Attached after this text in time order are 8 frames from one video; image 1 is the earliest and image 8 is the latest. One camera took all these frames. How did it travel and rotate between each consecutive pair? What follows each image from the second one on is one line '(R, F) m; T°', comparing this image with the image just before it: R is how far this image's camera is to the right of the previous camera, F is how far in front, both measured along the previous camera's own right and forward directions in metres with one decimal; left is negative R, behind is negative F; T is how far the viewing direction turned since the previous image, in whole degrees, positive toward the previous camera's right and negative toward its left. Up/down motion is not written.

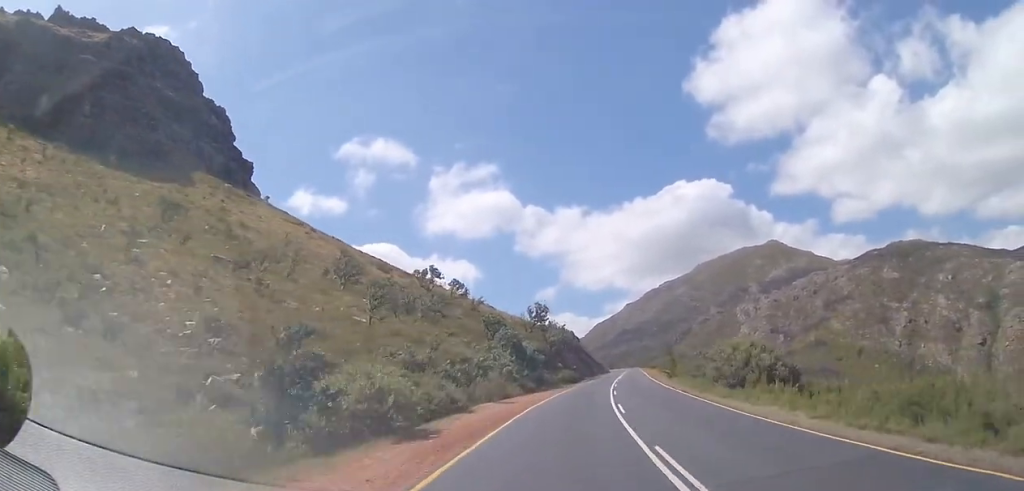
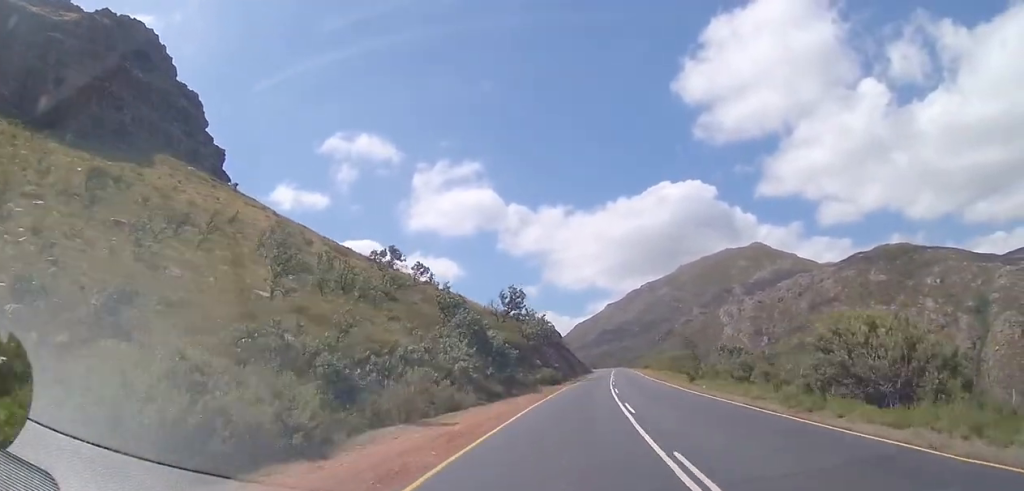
(+0.4, +13.8) m; +2°
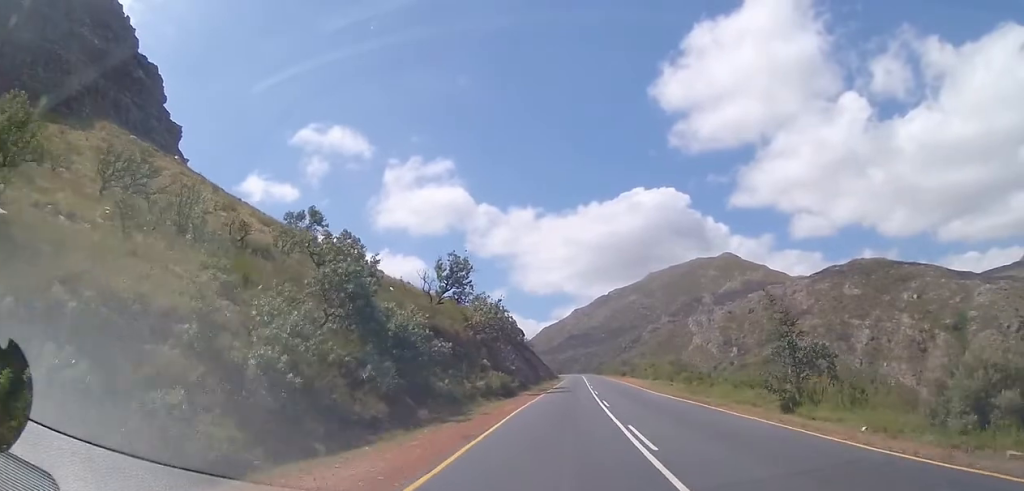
(+0.6, +19.1) m; +3°
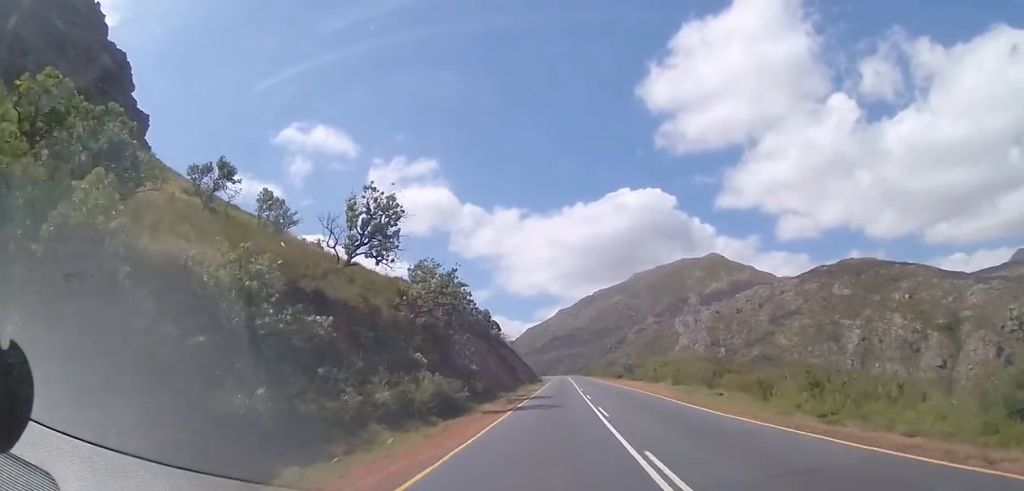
(+0.3, +17.0) m; +1°
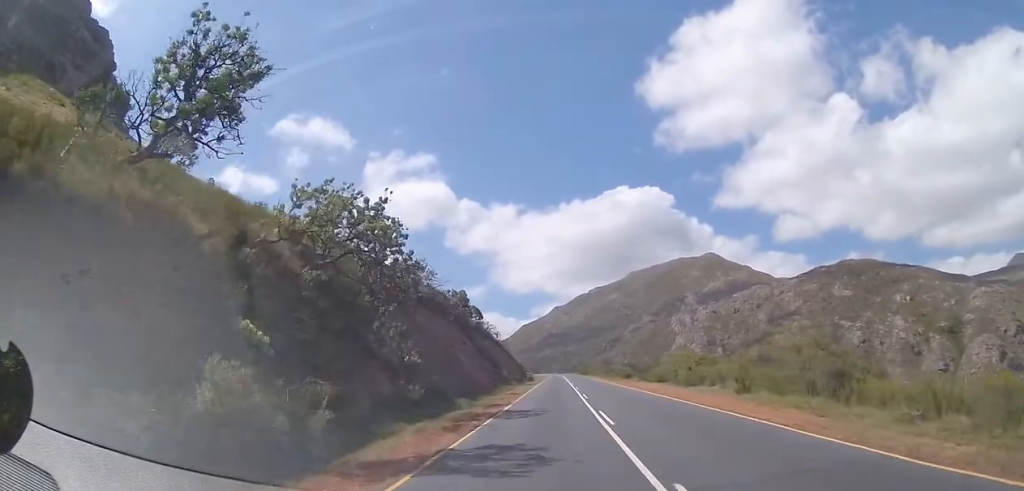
(-0.1, +15.3) m; +1°
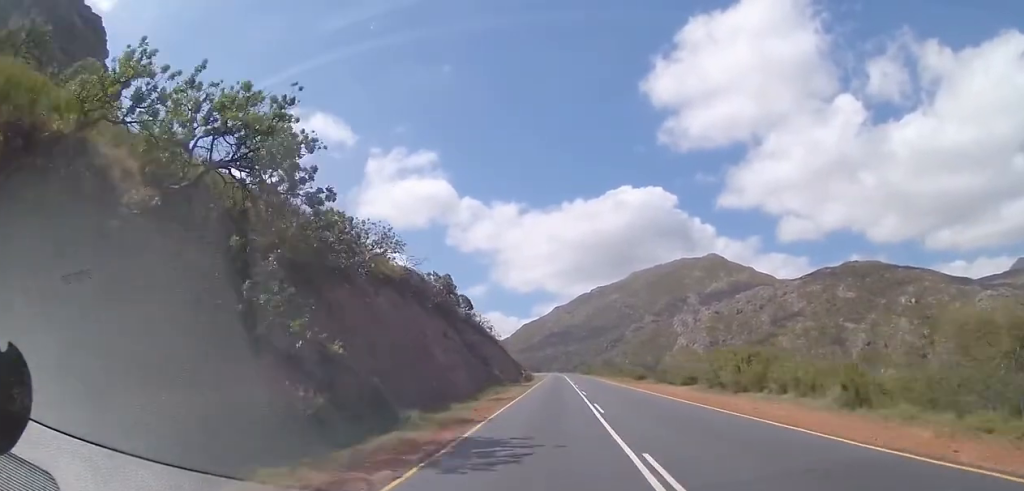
(0.0, +9.5) m; +1°
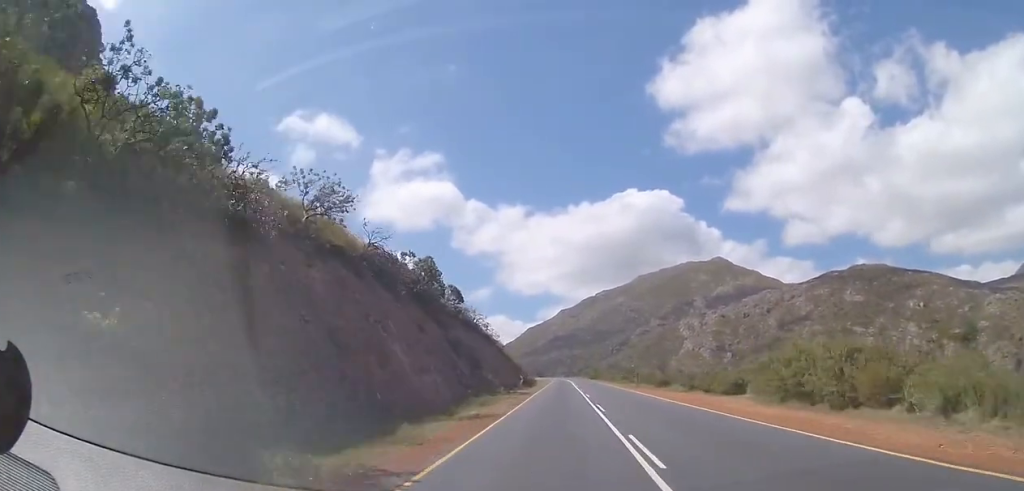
(+0.2, +9.4) m; +1°
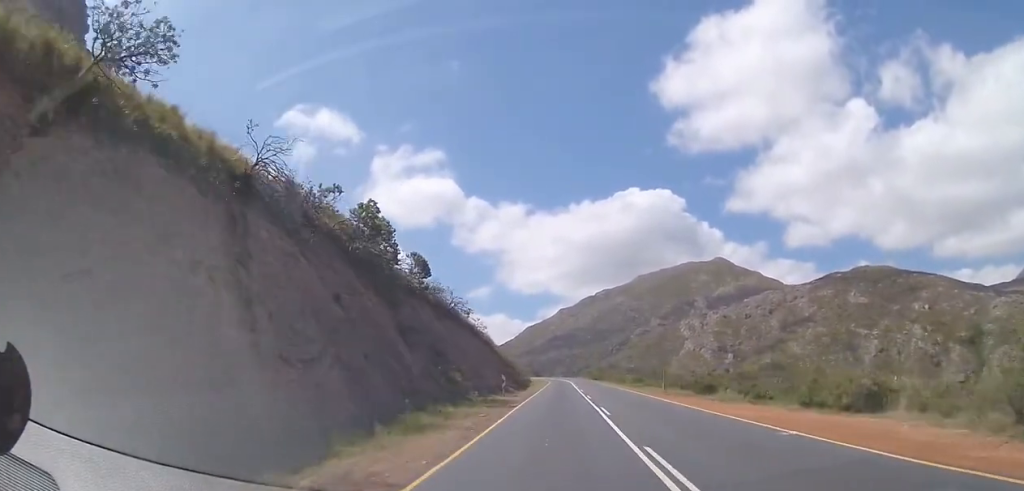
(+0.1, +13.7) m; 0°
